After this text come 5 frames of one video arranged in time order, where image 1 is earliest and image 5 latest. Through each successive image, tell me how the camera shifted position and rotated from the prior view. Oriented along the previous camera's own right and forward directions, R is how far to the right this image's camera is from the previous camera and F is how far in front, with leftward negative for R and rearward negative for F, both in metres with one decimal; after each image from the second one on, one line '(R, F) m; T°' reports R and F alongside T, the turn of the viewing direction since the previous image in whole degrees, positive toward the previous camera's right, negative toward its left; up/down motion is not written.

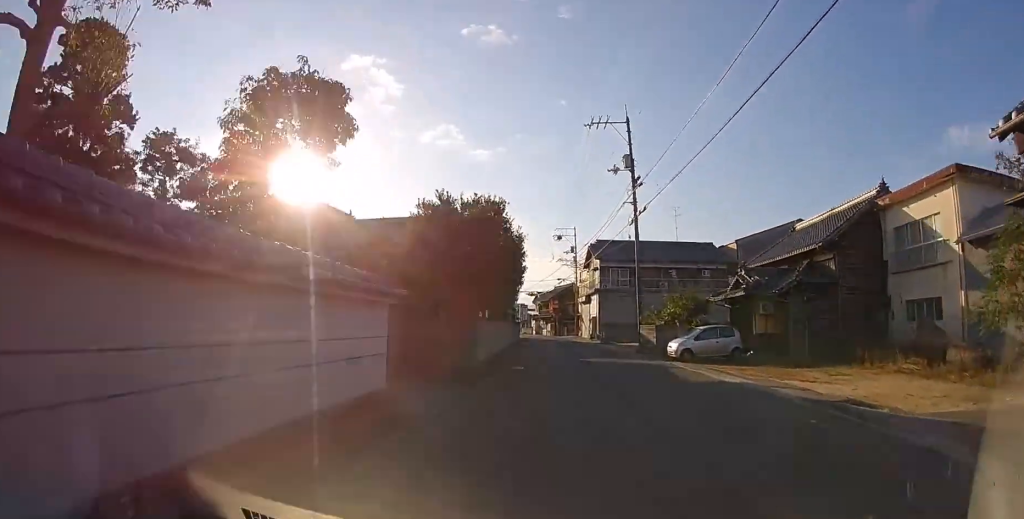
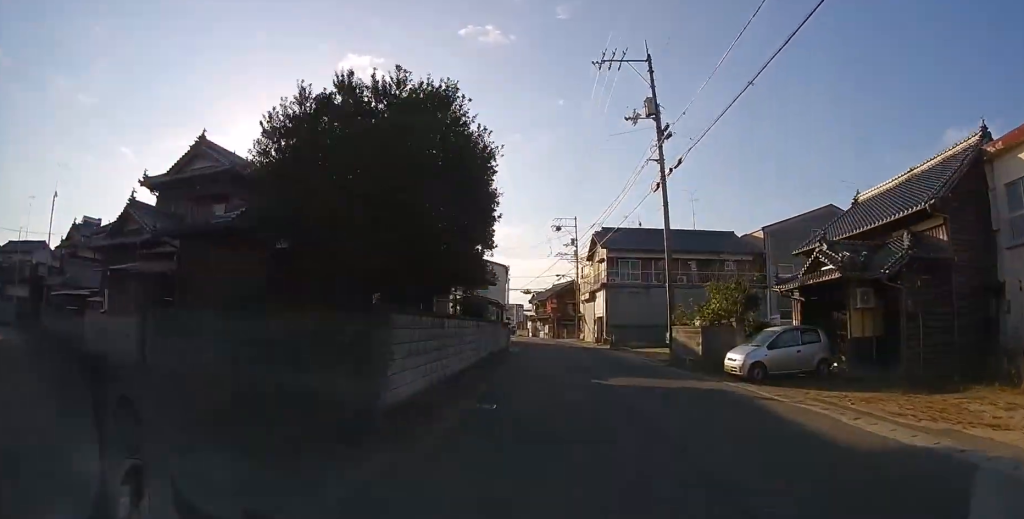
(0.0, +7.2) m; 0°
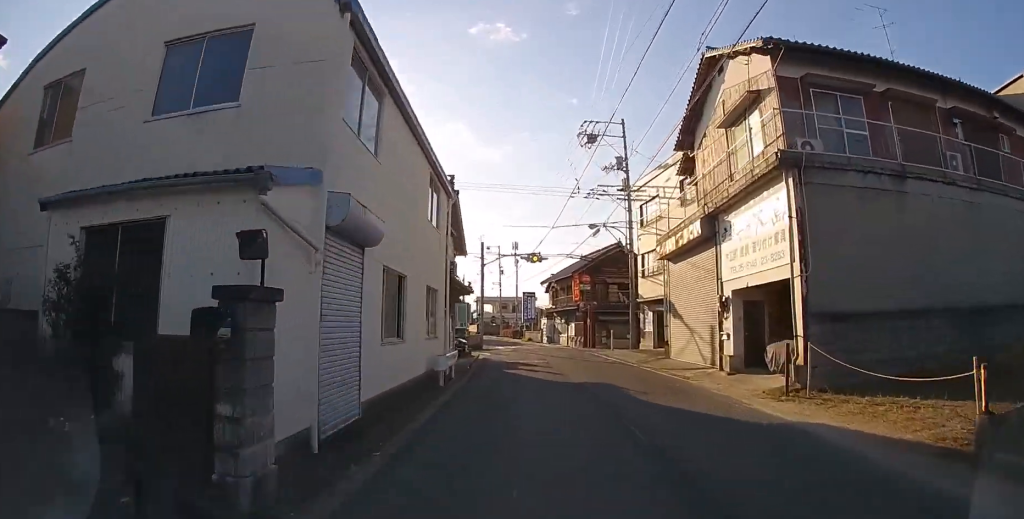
(-0.4, +28.3) m; 0°
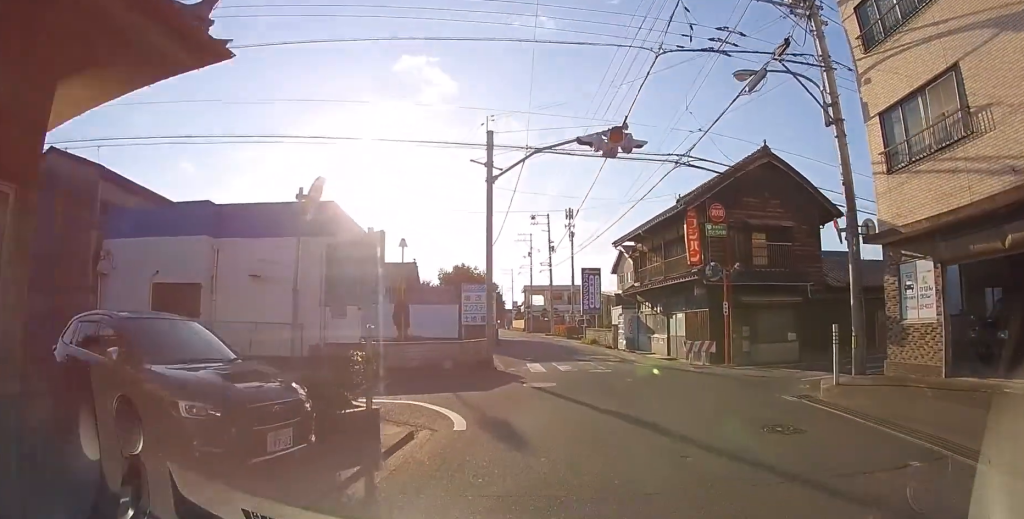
(+0.3, +17.6) m; +1°
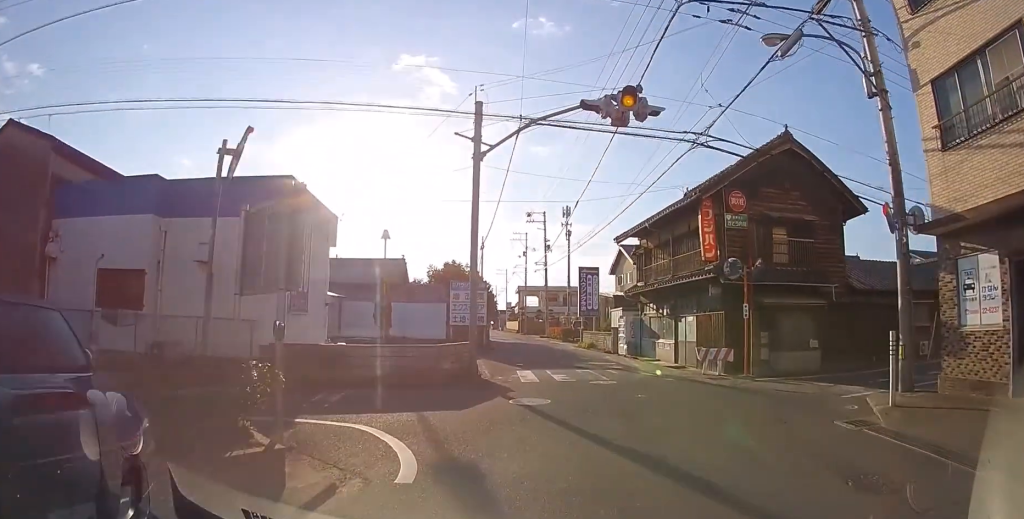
(0.0, +2.5) m; 0°
